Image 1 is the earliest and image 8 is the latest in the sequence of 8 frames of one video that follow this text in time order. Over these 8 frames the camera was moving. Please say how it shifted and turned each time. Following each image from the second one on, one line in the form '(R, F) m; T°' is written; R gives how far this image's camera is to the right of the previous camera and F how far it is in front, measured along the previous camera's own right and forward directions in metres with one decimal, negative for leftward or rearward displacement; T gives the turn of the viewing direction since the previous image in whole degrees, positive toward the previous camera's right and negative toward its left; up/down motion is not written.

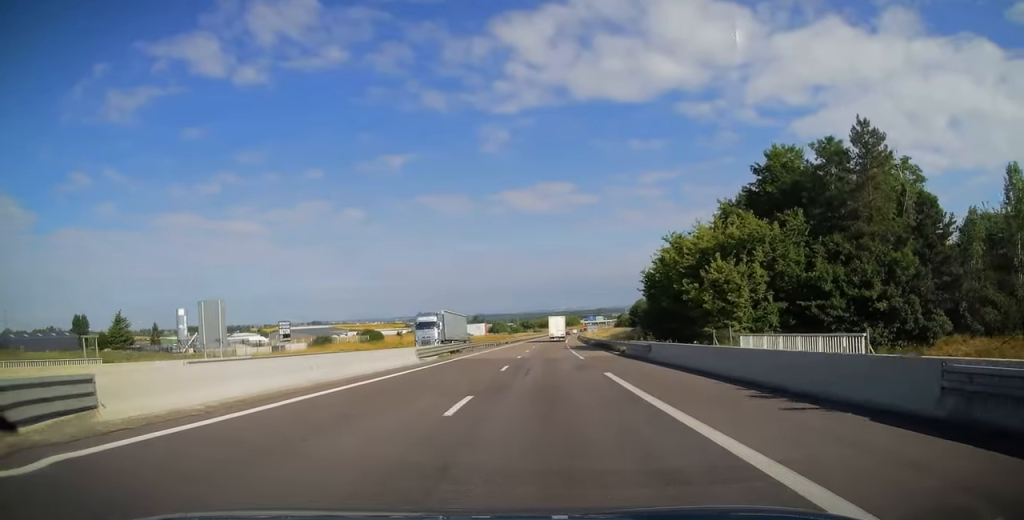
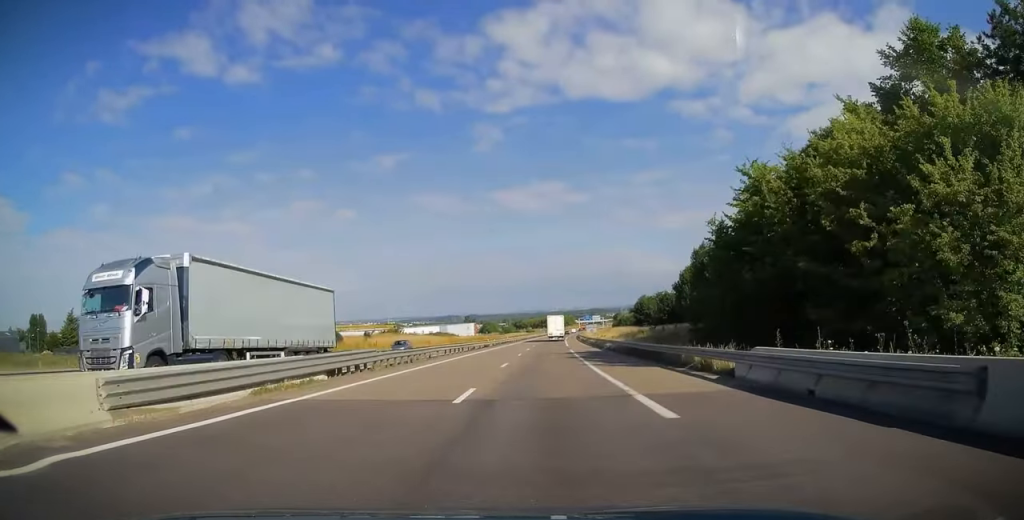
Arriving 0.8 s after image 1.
(+0.1, +23.7) m; 0°
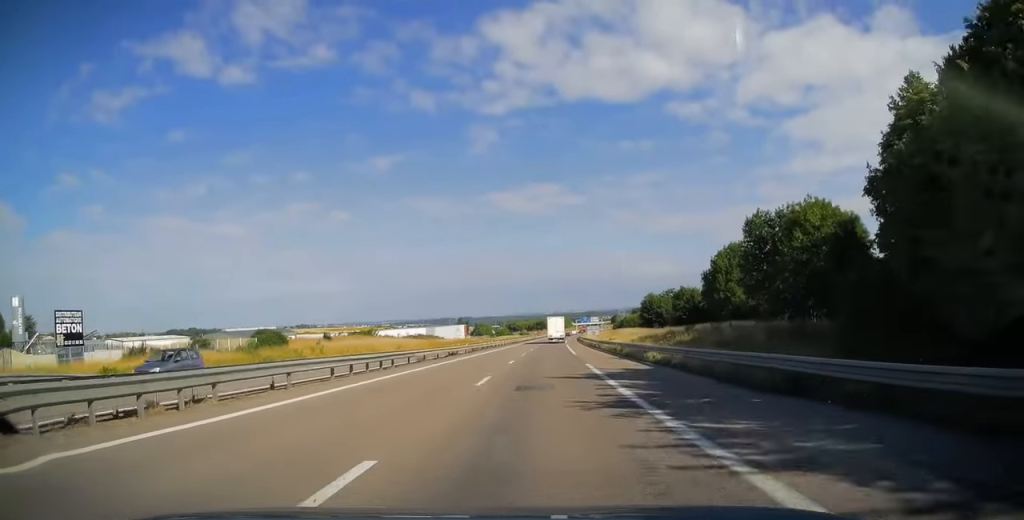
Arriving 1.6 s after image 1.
(0.0, +22.2) m; +1°
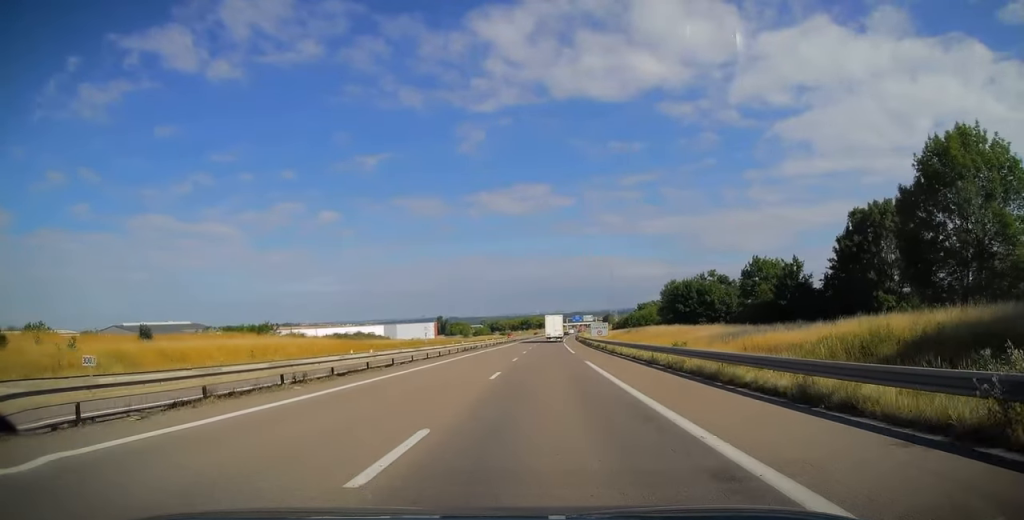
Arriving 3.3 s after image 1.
(+0.5, +51.2) m; +2°
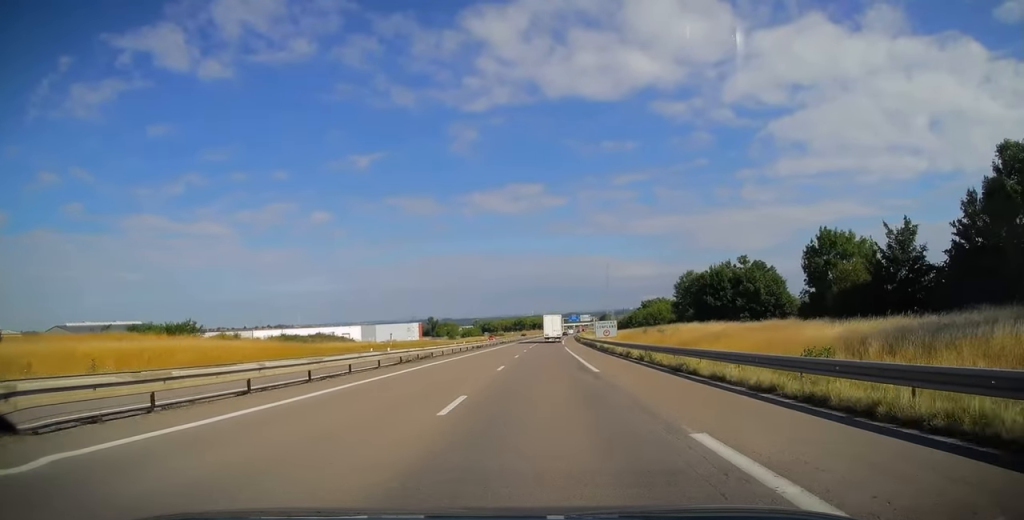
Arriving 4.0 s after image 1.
(+0.3, +21.7) m; +1°
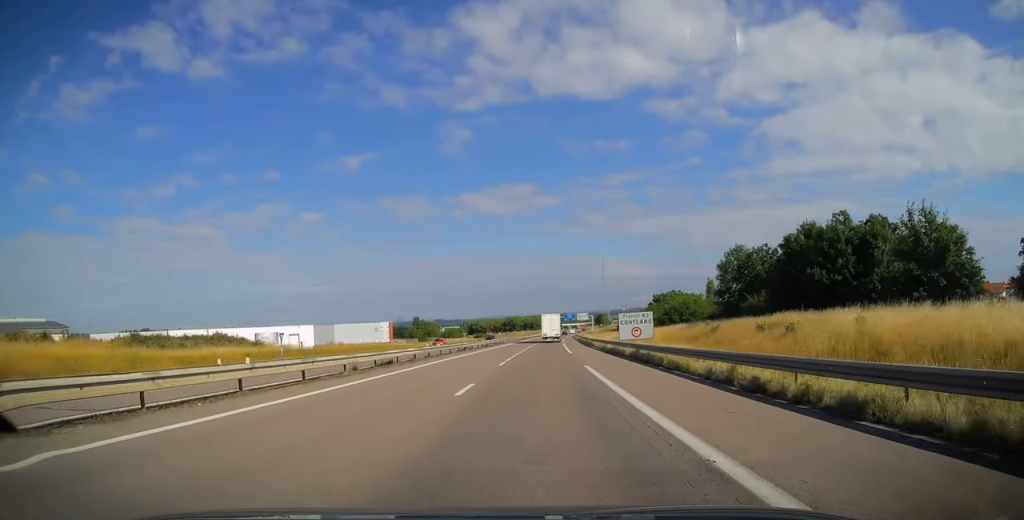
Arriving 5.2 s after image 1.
(+0.2, +35.9) m; +1°
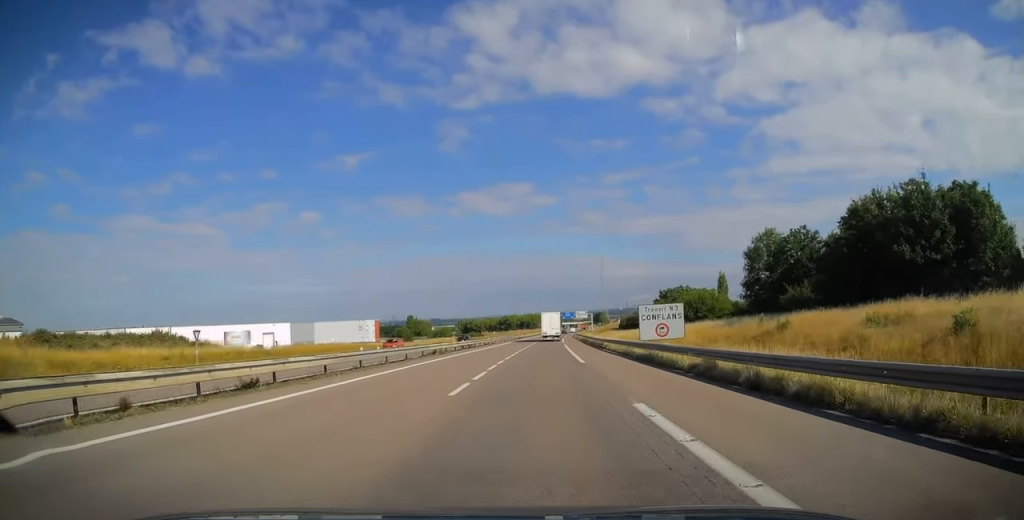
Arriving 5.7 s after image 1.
(0.0, +13.8) m; 0°
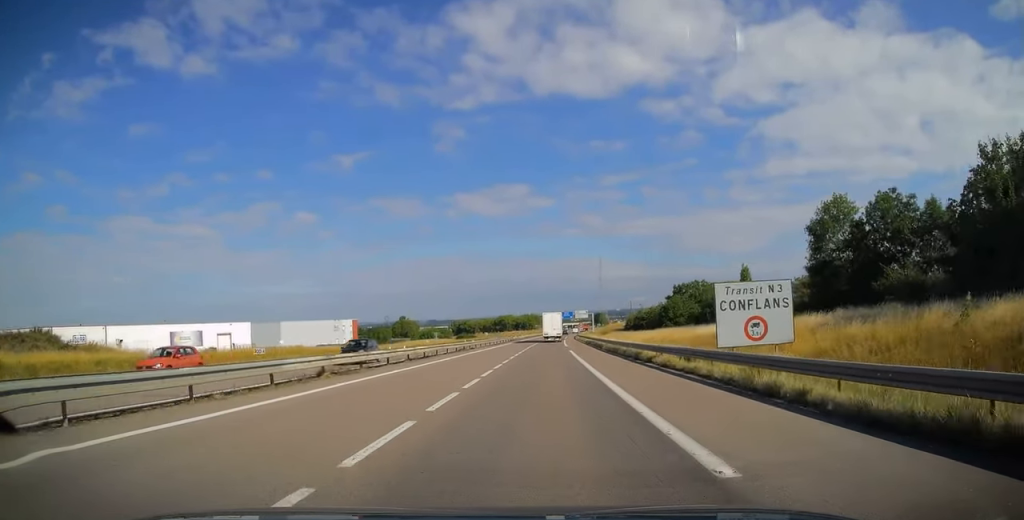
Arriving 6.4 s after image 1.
(+0.2, +20.2) m; 0°
